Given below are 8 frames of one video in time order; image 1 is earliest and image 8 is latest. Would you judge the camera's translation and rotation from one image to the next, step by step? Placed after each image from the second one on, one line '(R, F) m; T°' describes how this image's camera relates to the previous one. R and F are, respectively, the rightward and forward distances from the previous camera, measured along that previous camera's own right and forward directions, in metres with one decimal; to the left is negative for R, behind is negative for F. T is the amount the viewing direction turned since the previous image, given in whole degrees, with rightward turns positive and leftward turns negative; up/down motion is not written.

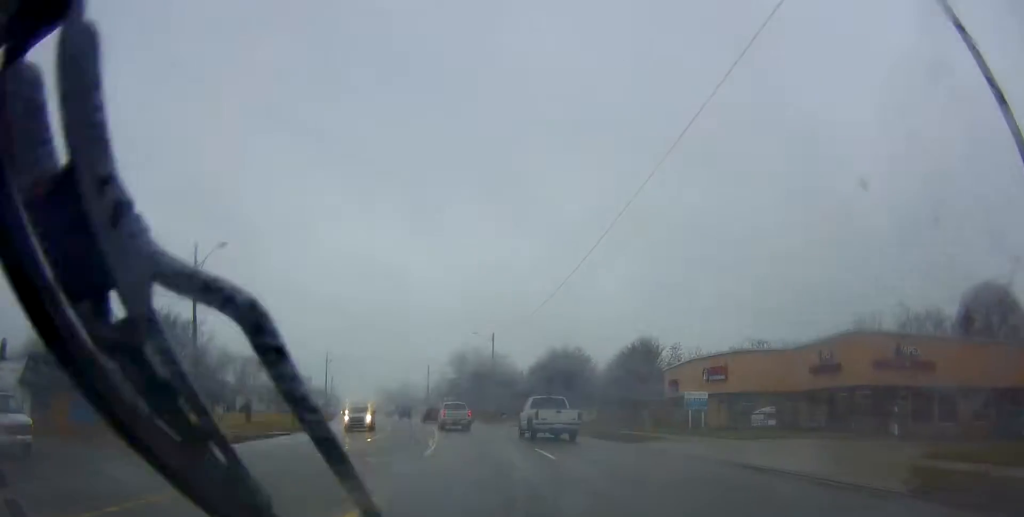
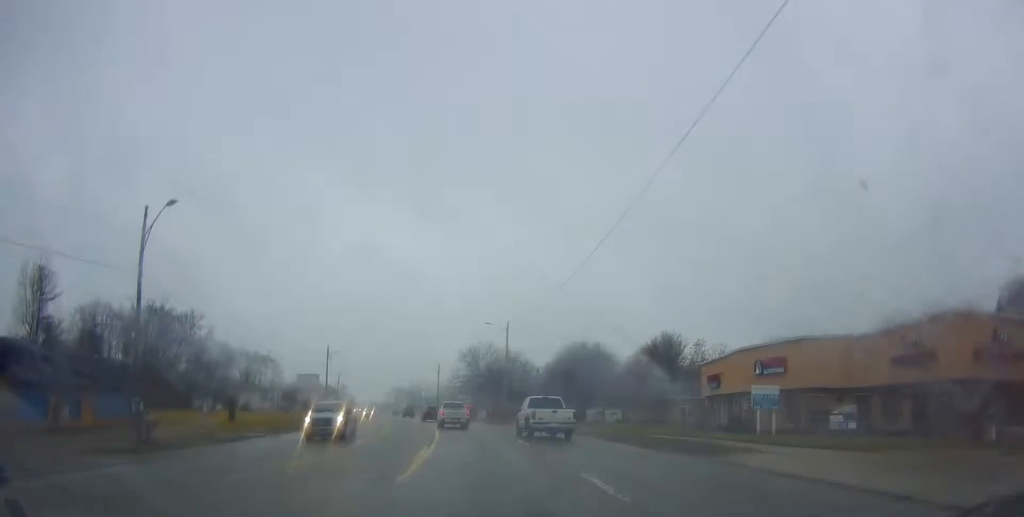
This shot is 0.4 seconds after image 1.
(-0.1, +6.9) m; -1°
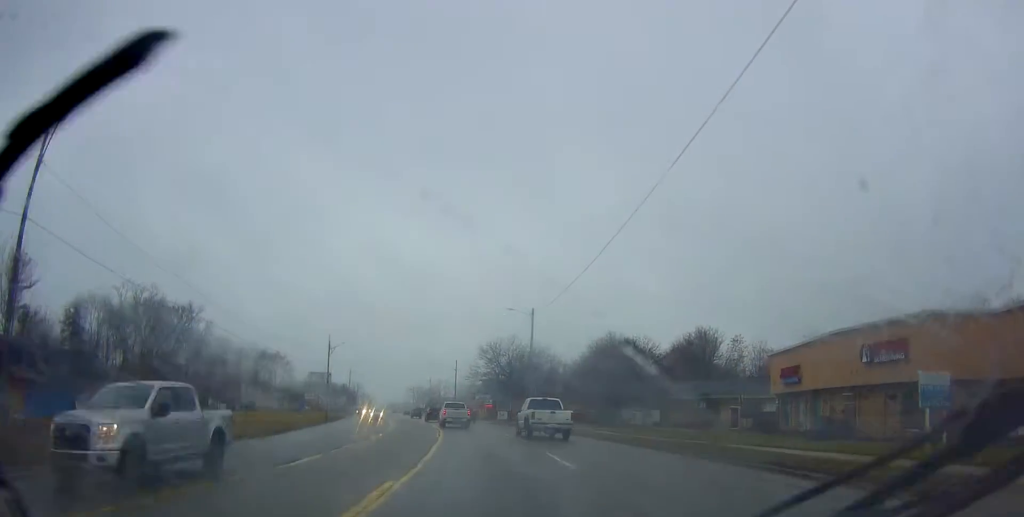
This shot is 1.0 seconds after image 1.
(+0.1, +9.7) m; -2°
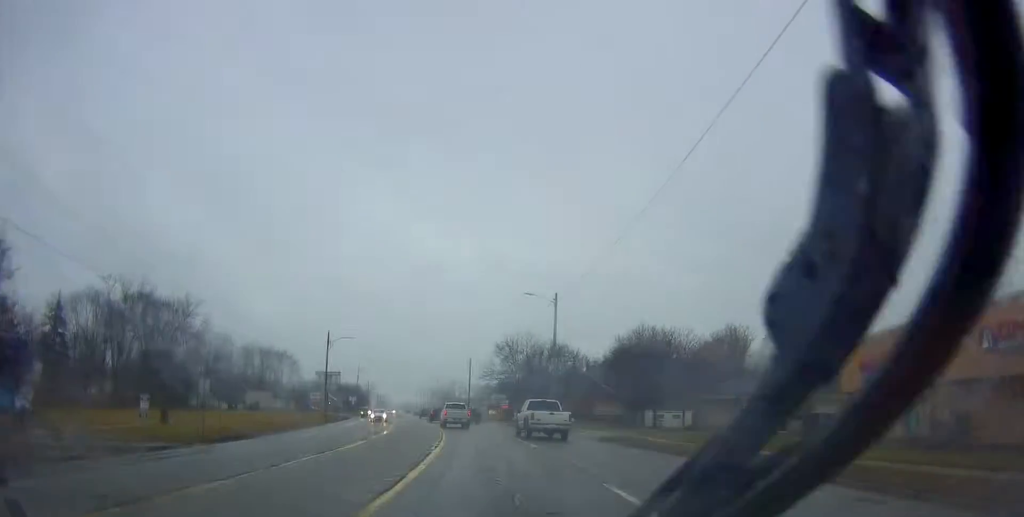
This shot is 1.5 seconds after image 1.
(-0.1, +7.7) m; -2°
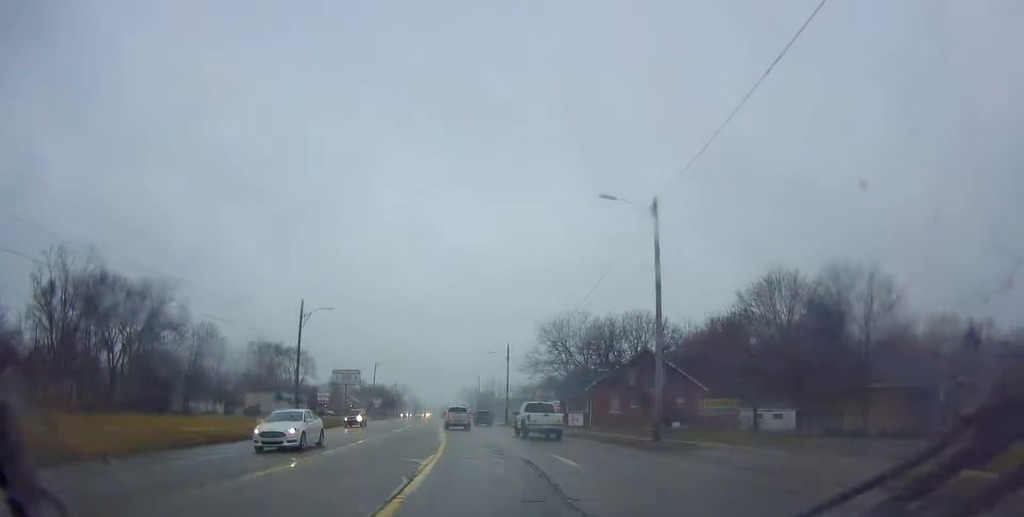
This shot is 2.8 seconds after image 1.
(-1.1, +21.9) m; -6°
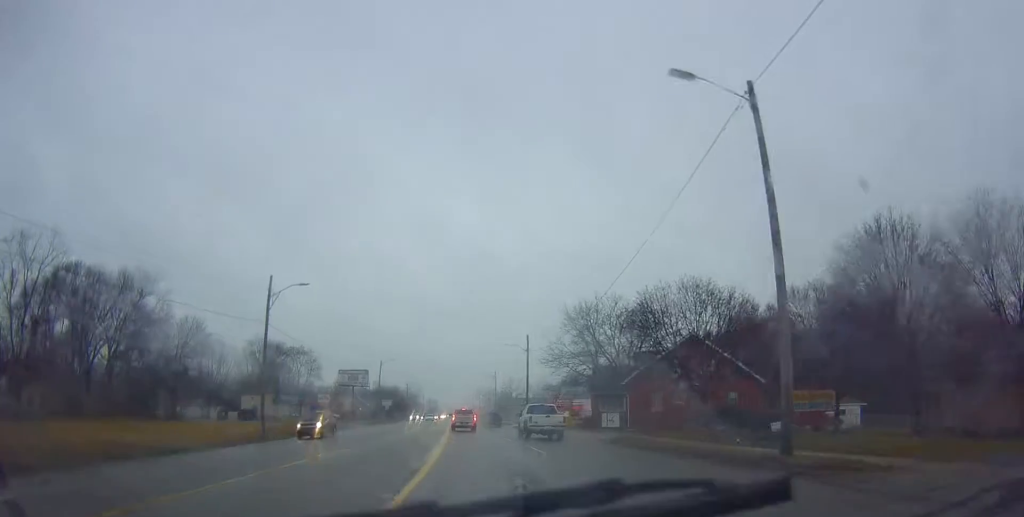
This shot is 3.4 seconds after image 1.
(-0.1, +10.4) m; -2°
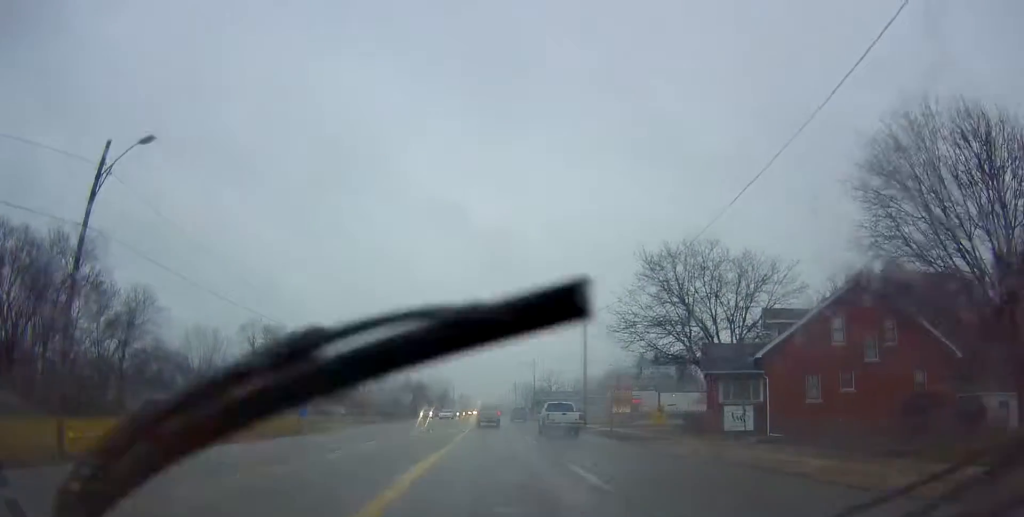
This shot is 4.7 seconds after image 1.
(-0.8, +22.6) m; -2°
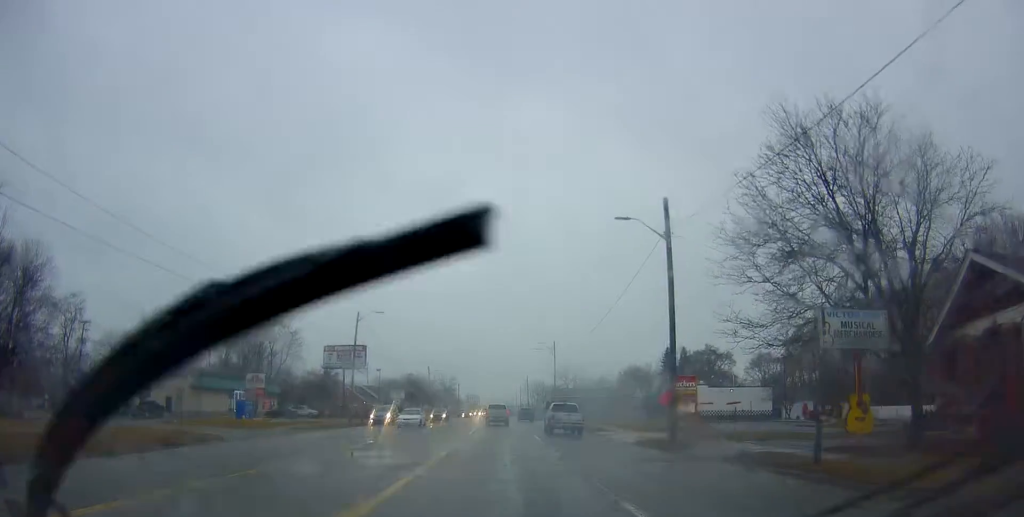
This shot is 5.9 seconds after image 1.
(-0.2, +22.2) m; 0°
